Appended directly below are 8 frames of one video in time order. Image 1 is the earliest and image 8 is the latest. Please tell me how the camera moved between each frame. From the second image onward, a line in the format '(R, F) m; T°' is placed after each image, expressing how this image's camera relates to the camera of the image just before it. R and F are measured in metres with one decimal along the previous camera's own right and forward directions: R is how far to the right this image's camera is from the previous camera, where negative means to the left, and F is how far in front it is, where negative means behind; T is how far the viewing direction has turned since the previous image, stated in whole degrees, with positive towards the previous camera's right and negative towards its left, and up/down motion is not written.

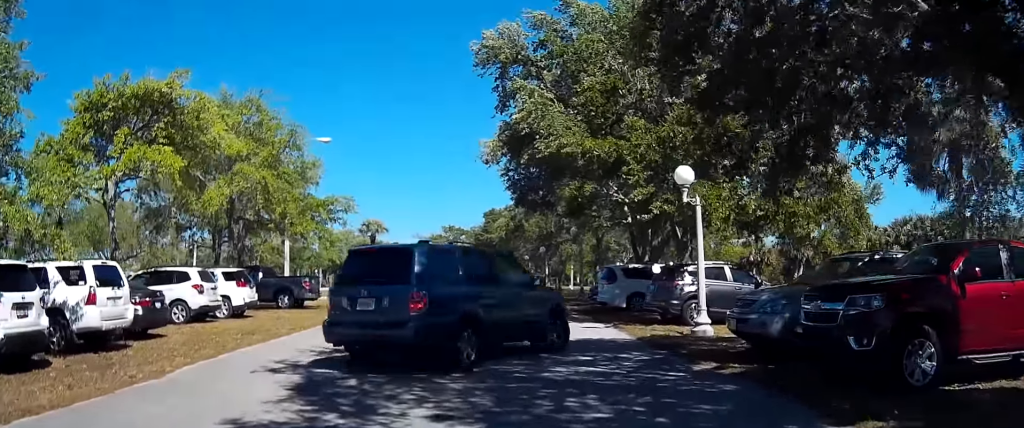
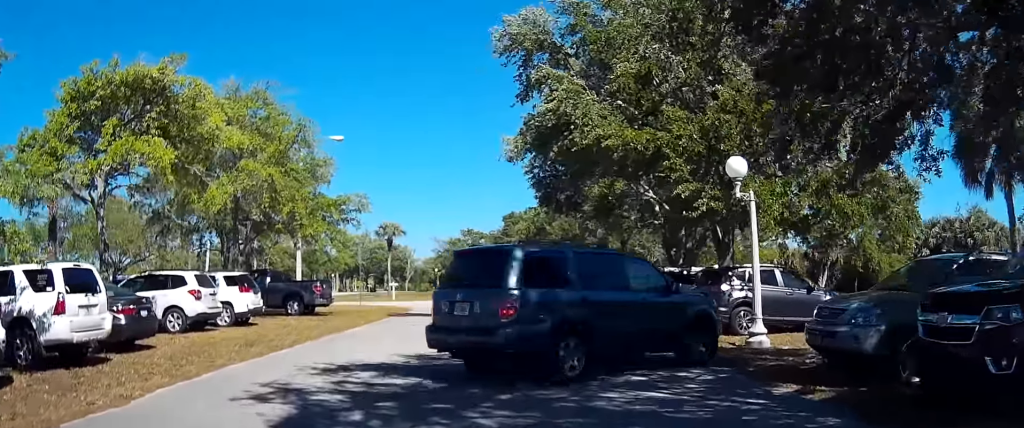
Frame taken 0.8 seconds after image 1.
(0.0, +2.5) m; -4°
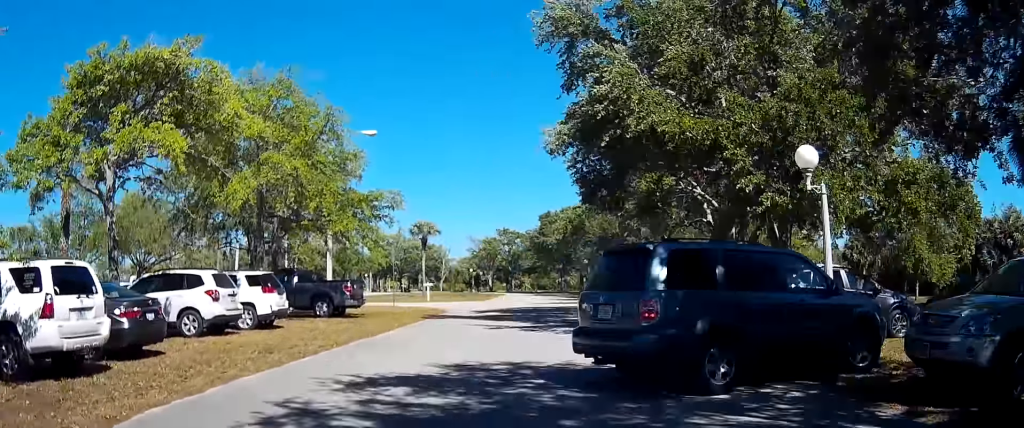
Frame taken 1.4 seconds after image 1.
(-0.2, +1.9) m; -2°
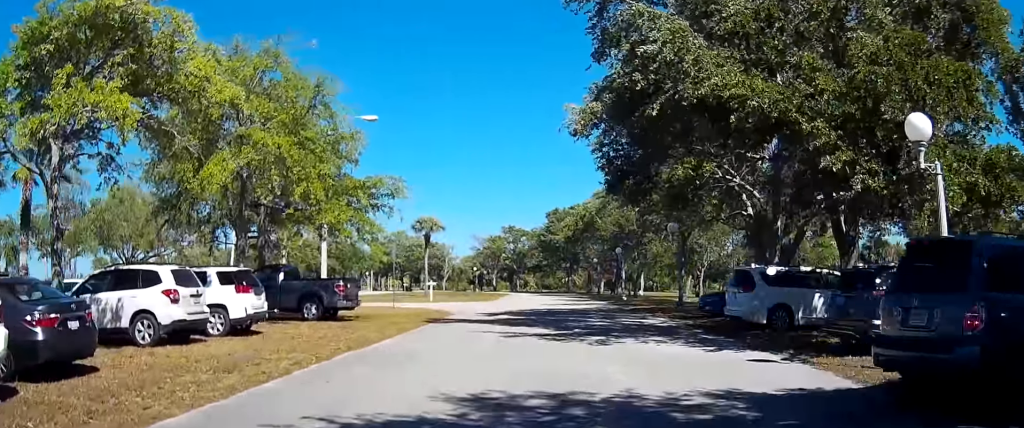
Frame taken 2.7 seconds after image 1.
(+0.1, +3.8) m; +6°
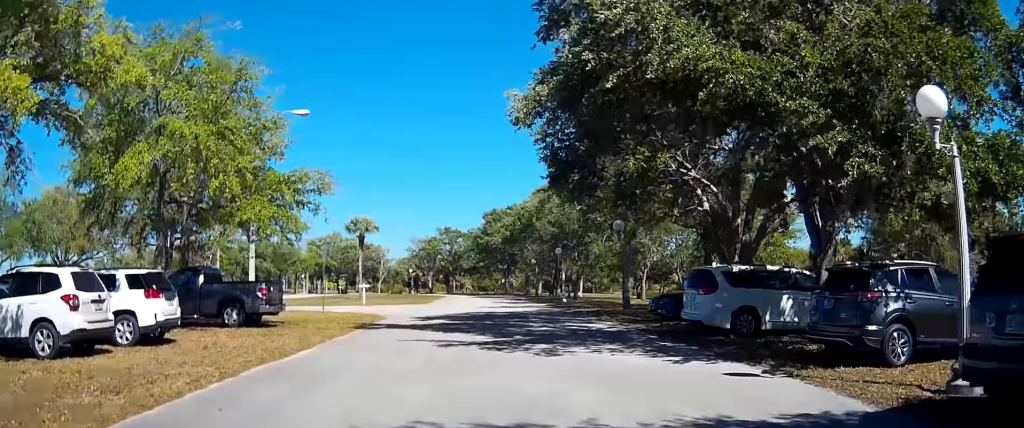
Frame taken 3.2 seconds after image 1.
(+0.1, +1.9) m; +4°
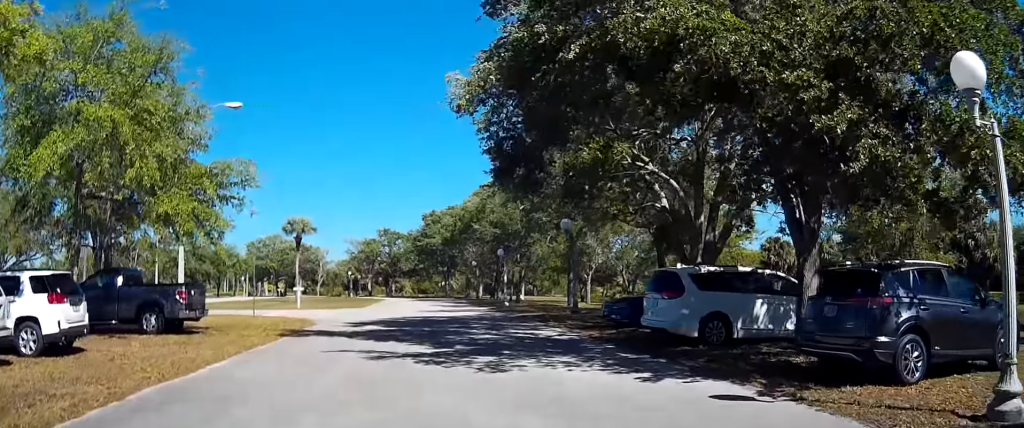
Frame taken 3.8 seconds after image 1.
(0.0, +1.9) m; +3°
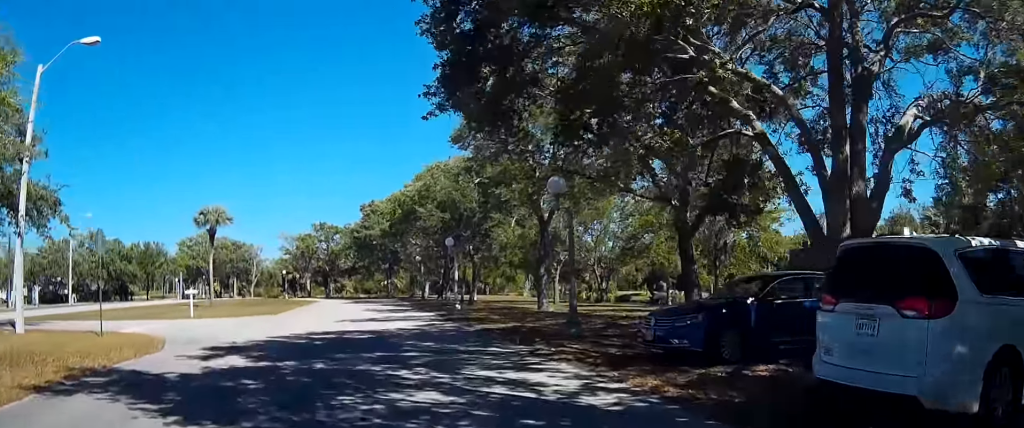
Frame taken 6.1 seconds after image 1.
(+0.1, +9.5) m; -2°
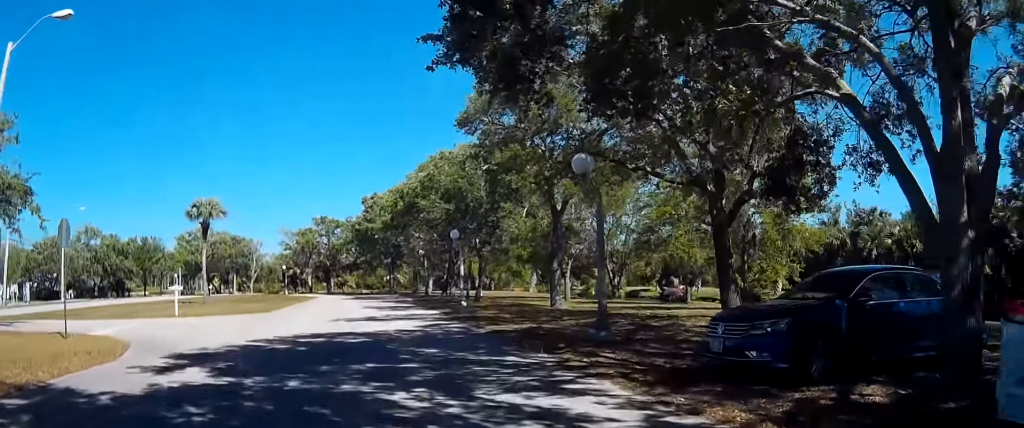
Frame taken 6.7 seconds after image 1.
(0.0, +2.4) m; -1°
